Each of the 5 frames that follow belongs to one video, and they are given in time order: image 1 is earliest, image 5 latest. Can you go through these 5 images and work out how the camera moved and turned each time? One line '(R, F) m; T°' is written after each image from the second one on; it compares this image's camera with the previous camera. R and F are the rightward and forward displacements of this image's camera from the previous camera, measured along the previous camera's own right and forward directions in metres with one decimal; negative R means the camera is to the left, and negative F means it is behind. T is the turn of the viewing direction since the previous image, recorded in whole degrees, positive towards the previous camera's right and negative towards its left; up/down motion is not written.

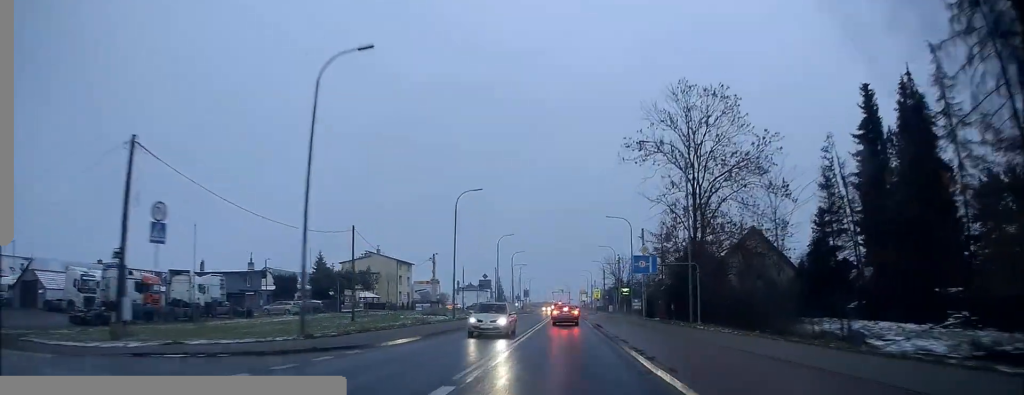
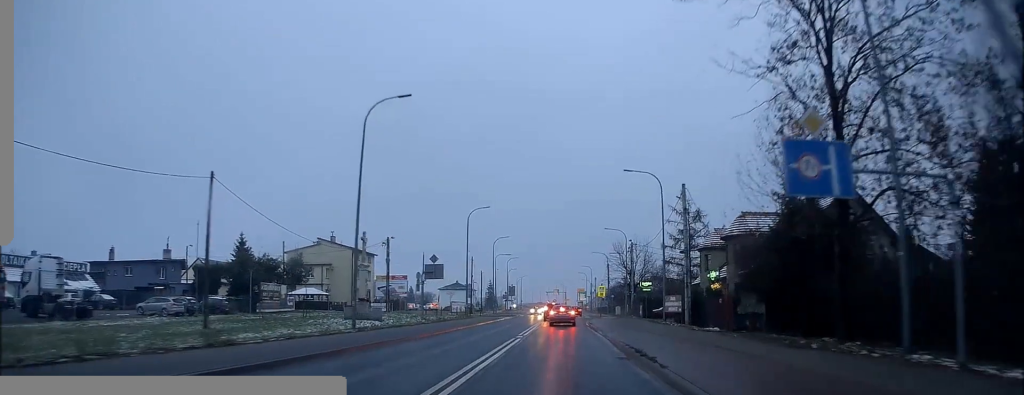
(+0.2, +21.8) m; 0°
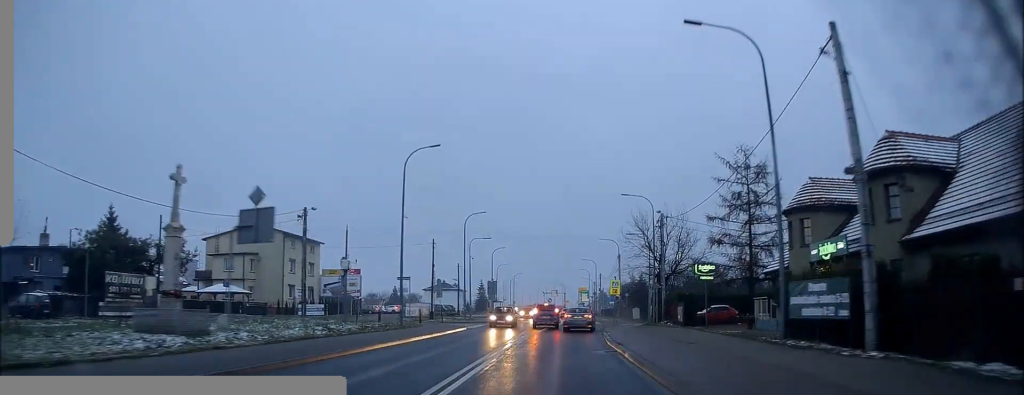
(+0.1, +22.3) m; +2°
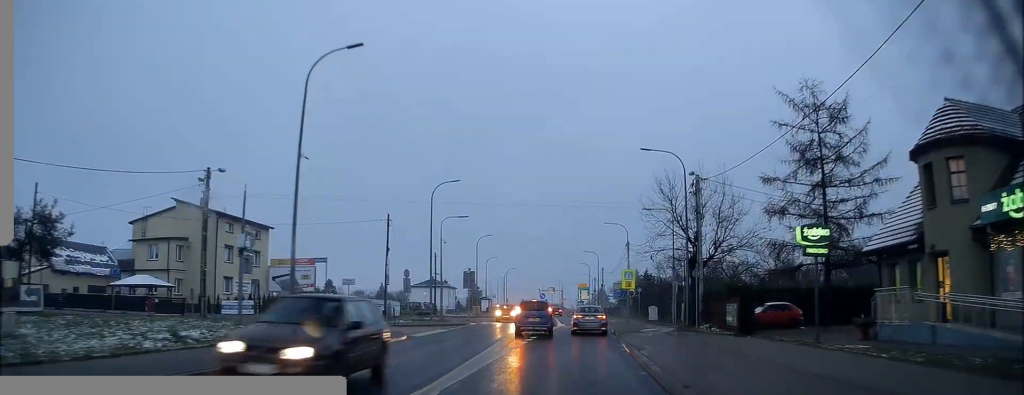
(-0.1, +12.7) m; 0°
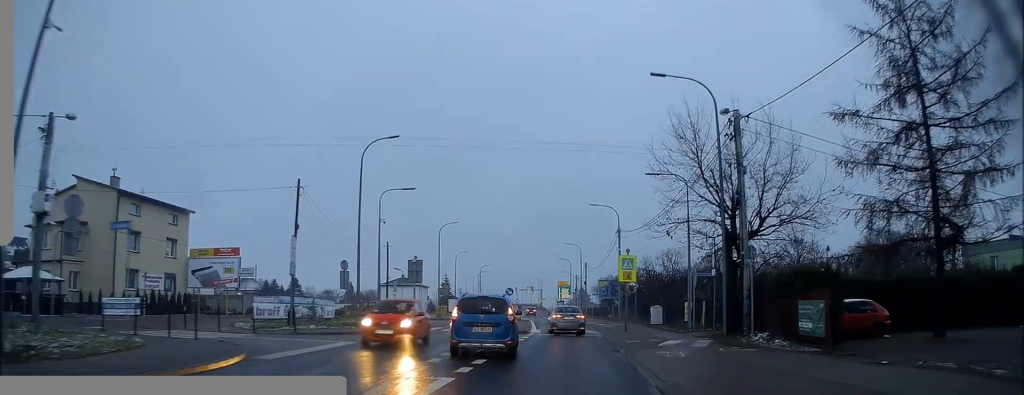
(+0.3, +11.8) m; +2°
